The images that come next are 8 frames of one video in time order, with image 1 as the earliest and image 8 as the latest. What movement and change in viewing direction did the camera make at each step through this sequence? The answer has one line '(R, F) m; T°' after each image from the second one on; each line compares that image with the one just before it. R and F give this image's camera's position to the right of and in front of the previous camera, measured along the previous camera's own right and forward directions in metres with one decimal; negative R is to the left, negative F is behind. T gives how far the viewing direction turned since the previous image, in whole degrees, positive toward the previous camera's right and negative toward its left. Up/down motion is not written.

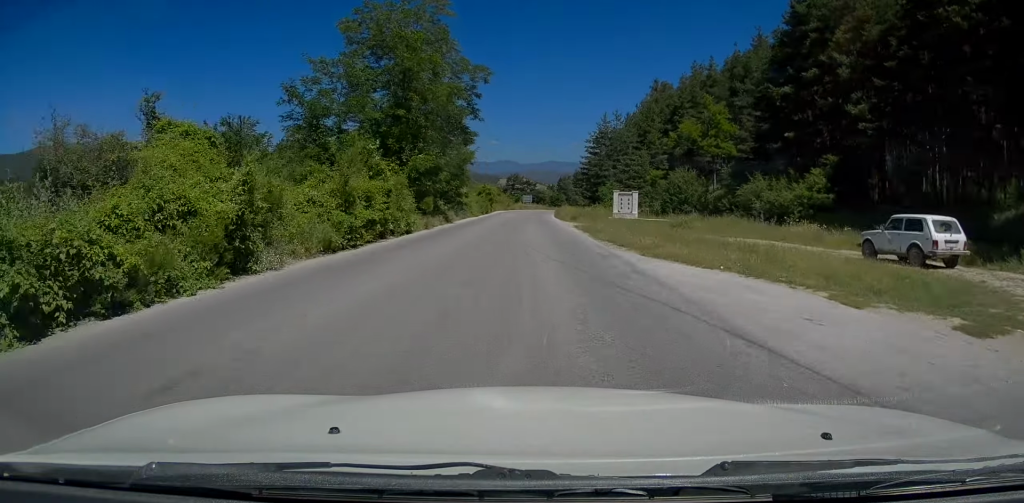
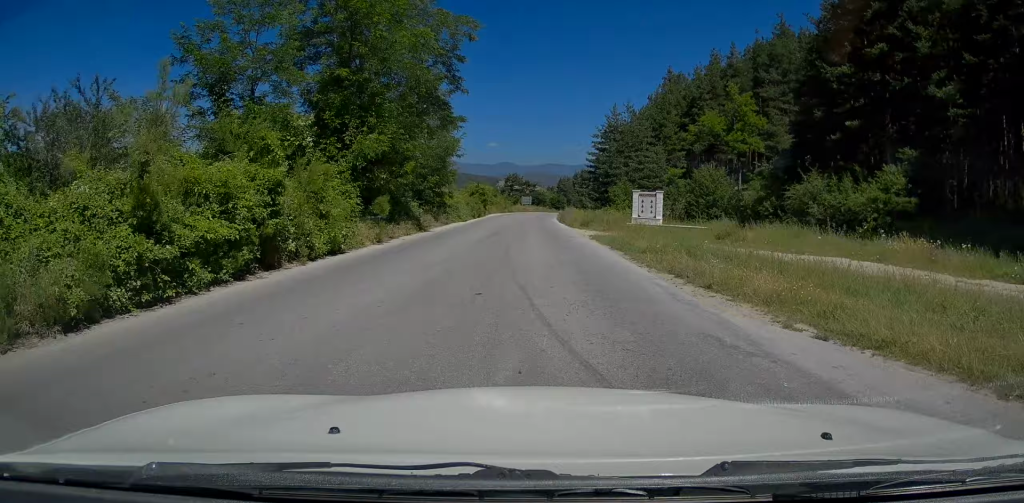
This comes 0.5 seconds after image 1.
(+0.1, +8.6) m; 0°
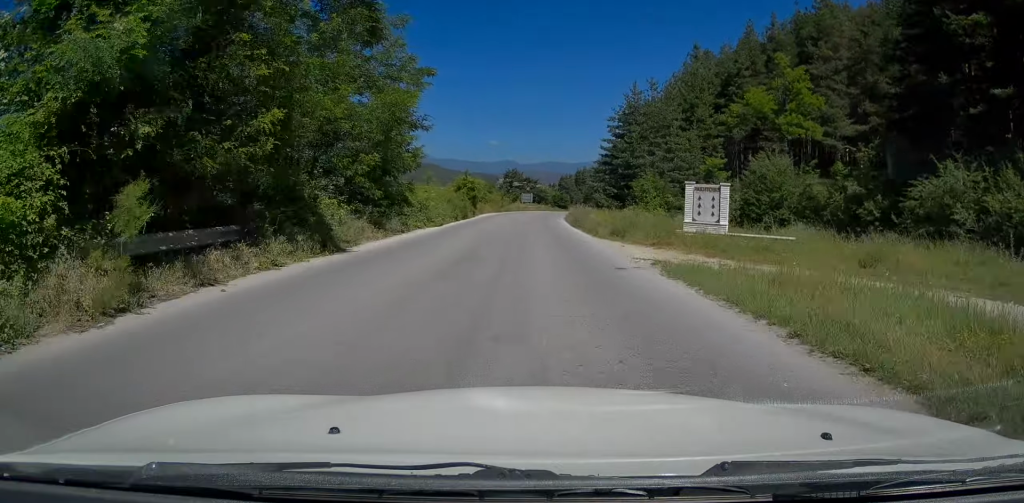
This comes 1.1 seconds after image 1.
(0.0, +12.2) m; 0°
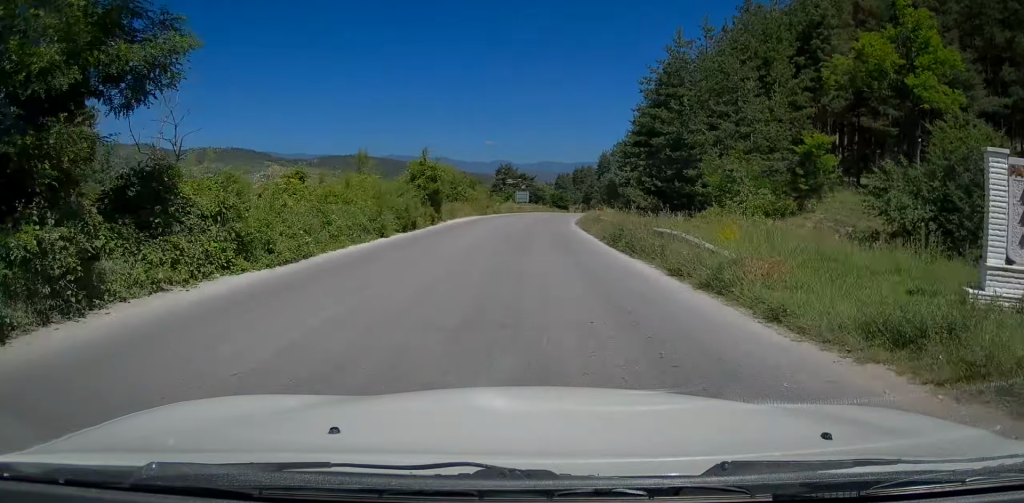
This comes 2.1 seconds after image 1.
(0.0, +17.5) m; 0°
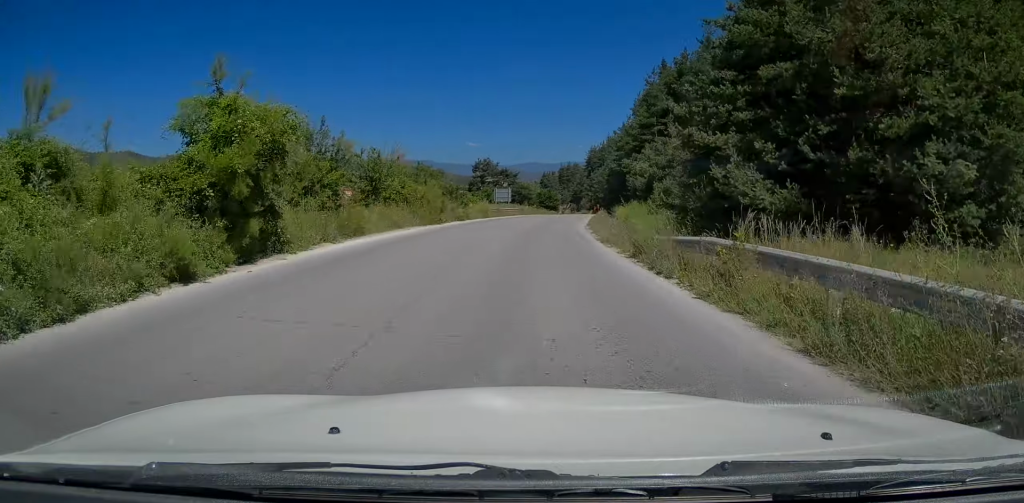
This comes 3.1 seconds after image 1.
(+0.1, +18.6) m; +1°
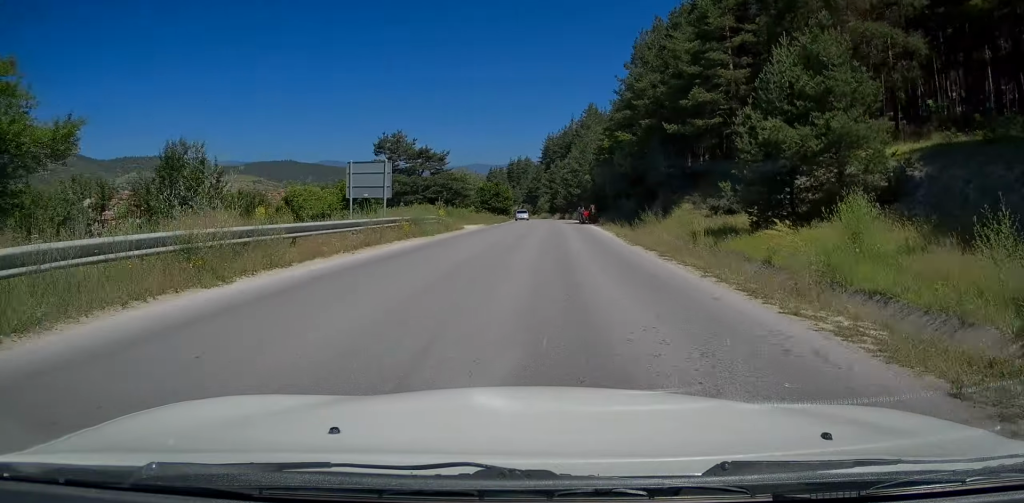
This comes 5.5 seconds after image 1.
(+2.0, +41.9) m; +6°
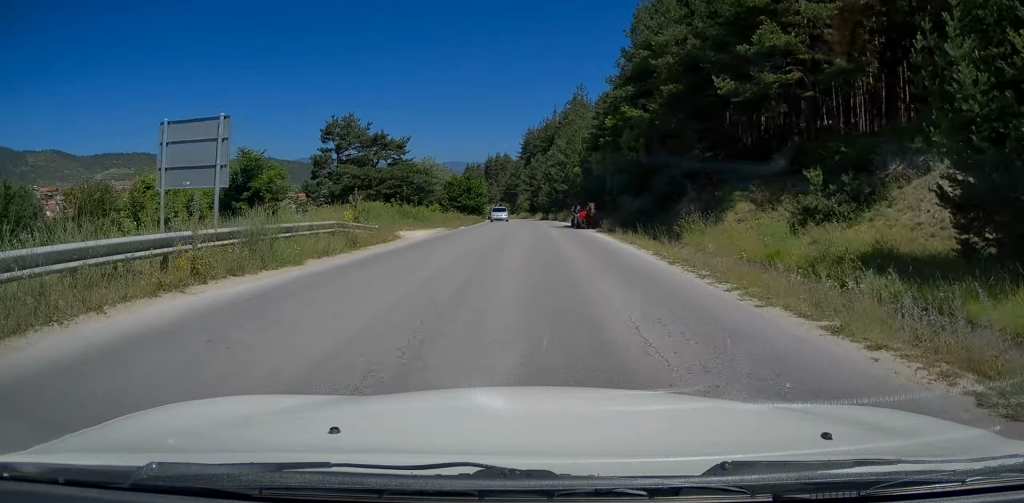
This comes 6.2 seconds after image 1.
(+0.1, +11.9) m; +1°
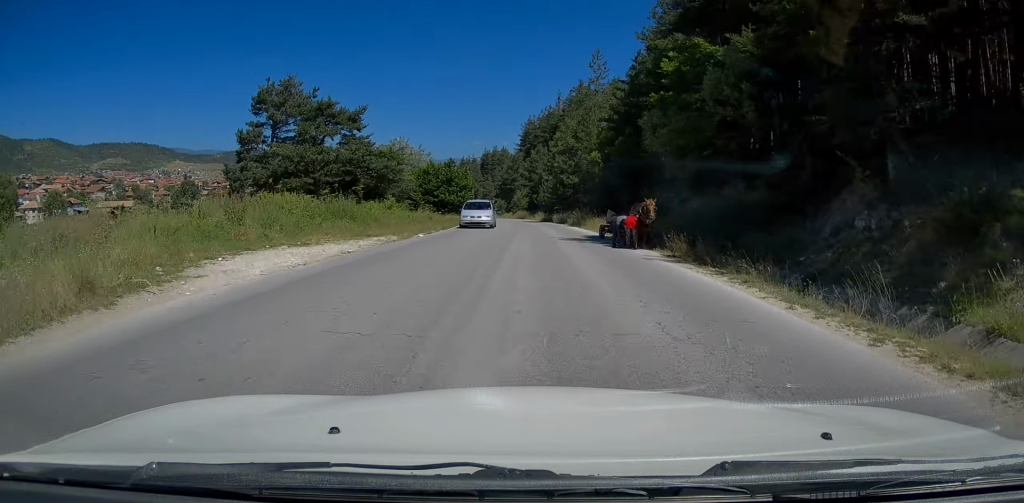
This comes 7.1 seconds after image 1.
(+0.1, +15.2) m; +1°
